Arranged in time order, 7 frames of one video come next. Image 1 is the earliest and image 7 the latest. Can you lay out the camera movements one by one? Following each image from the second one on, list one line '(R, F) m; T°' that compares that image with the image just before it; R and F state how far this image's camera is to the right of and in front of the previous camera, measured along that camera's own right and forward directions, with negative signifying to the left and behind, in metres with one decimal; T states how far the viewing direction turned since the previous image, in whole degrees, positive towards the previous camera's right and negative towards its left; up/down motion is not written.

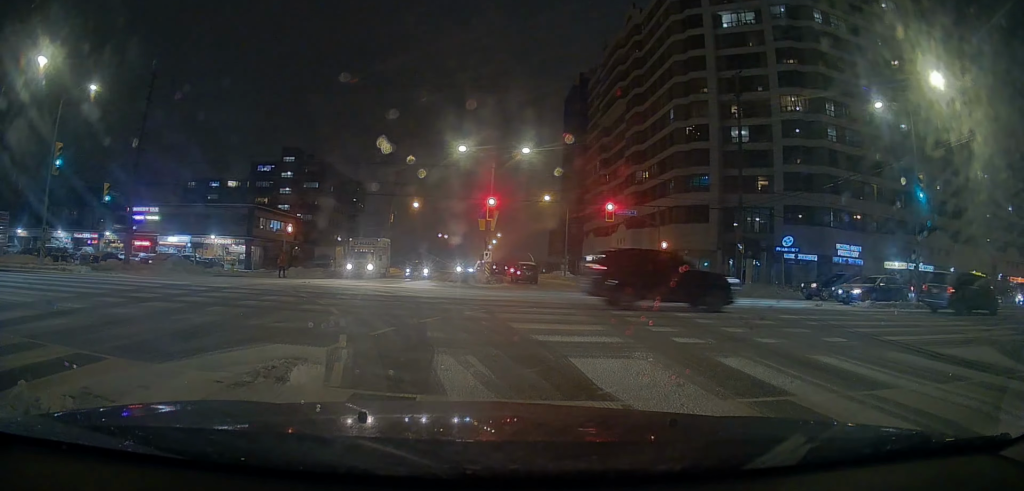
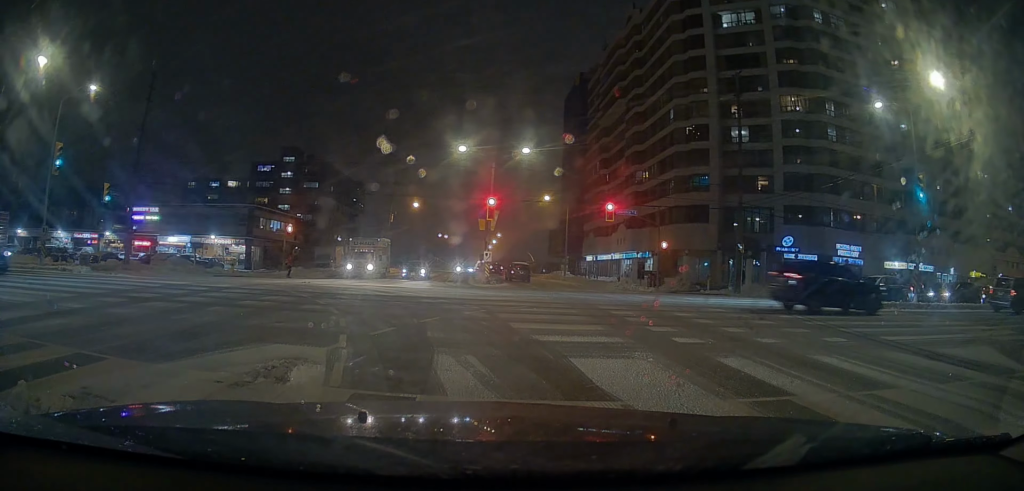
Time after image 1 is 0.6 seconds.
(0.0, 0.0) m; 0°
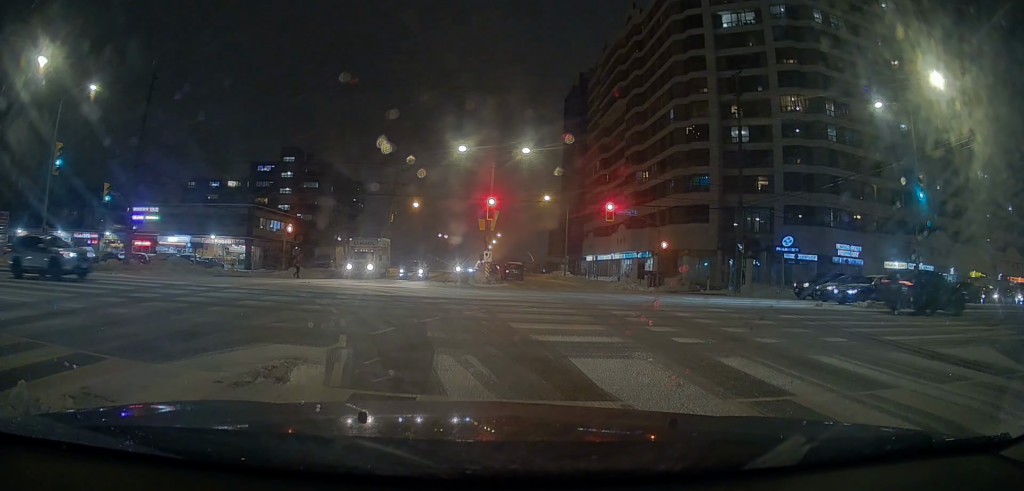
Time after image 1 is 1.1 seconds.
(0.0, 0.0) m; 0°
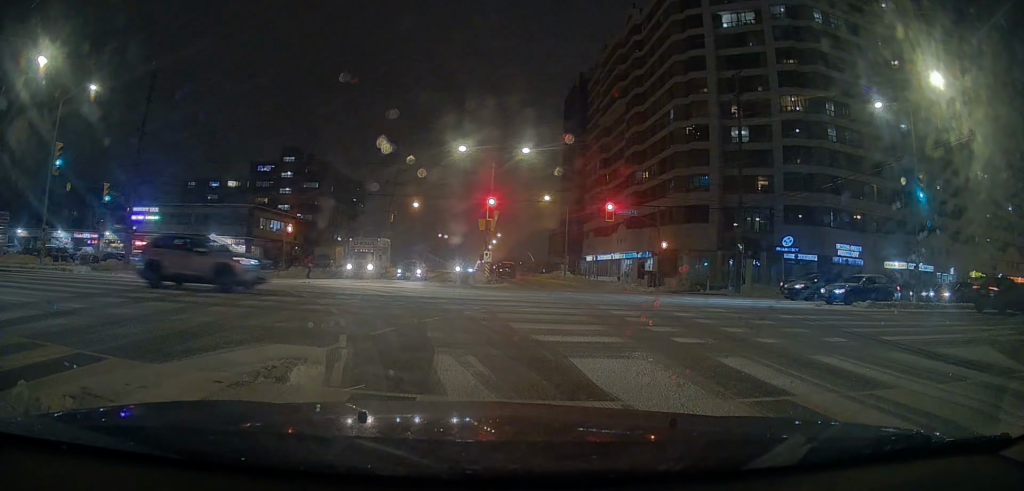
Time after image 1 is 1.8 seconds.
(0.0, 0.0) m; 0°
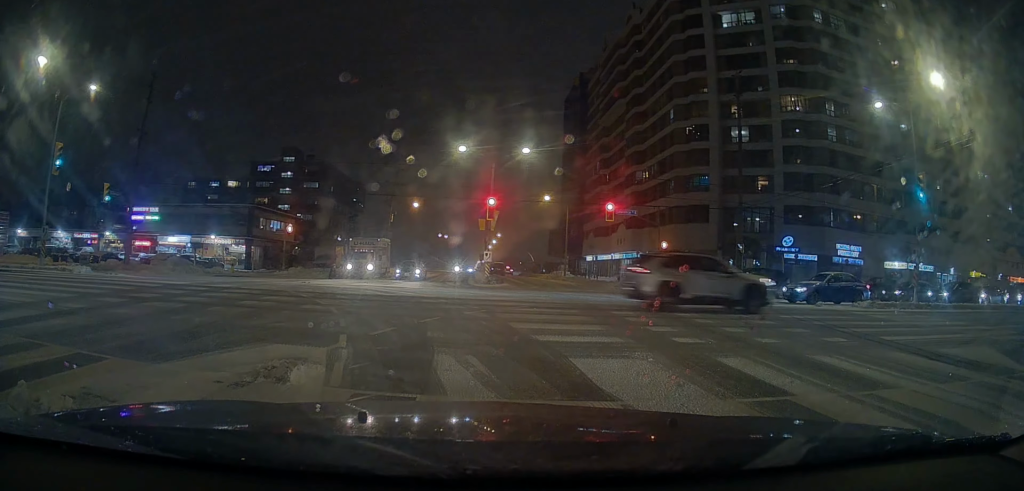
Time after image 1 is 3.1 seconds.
(0.0, 0.0) m; 0°
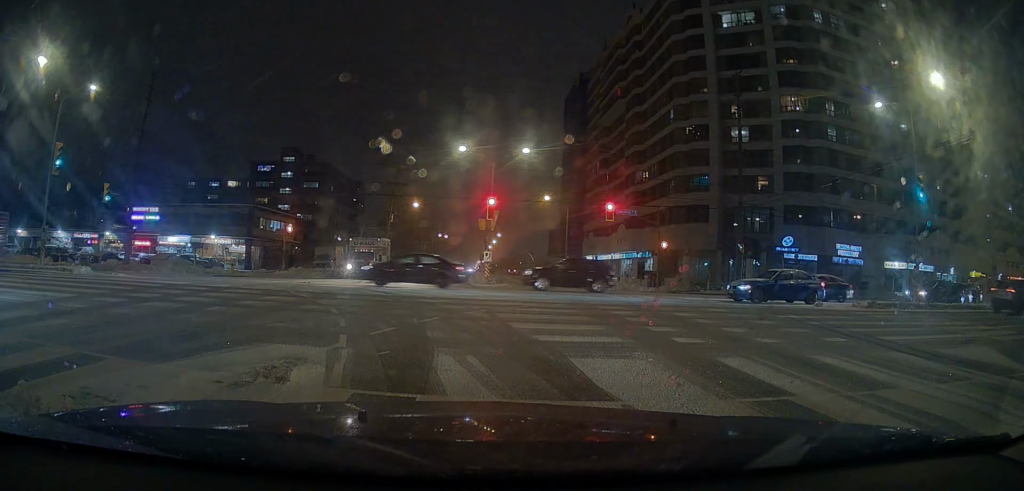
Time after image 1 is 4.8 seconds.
(0.0, 0.0) m; 0°
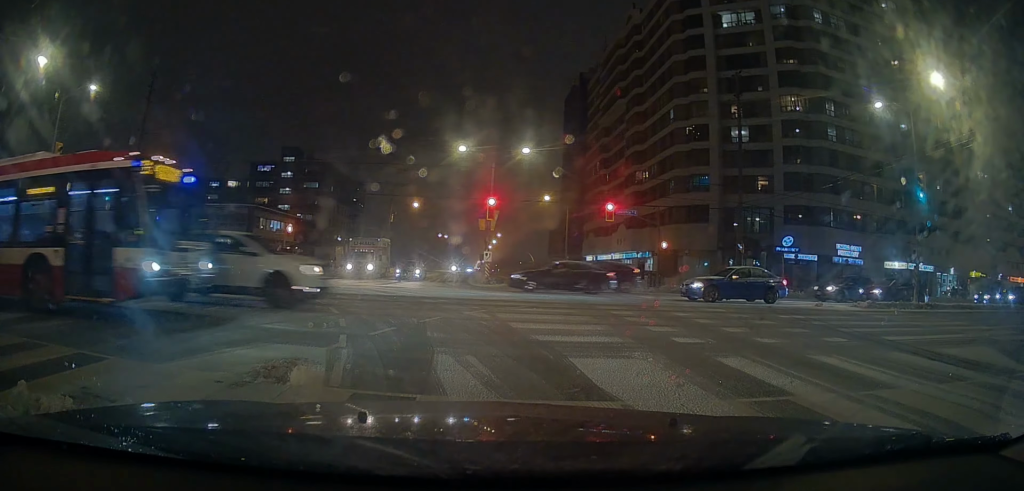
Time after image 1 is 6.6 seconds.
(0.0, 0.0) m; 0°
